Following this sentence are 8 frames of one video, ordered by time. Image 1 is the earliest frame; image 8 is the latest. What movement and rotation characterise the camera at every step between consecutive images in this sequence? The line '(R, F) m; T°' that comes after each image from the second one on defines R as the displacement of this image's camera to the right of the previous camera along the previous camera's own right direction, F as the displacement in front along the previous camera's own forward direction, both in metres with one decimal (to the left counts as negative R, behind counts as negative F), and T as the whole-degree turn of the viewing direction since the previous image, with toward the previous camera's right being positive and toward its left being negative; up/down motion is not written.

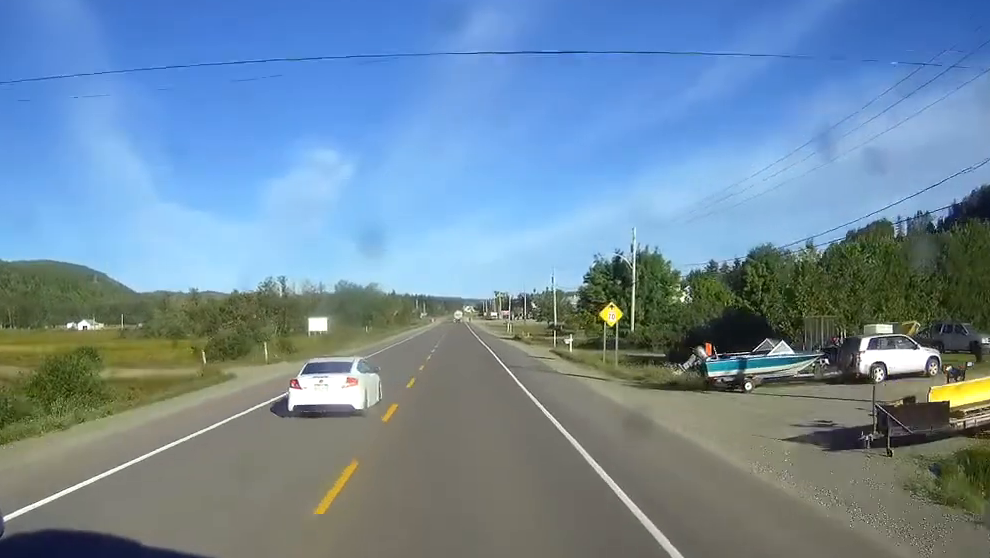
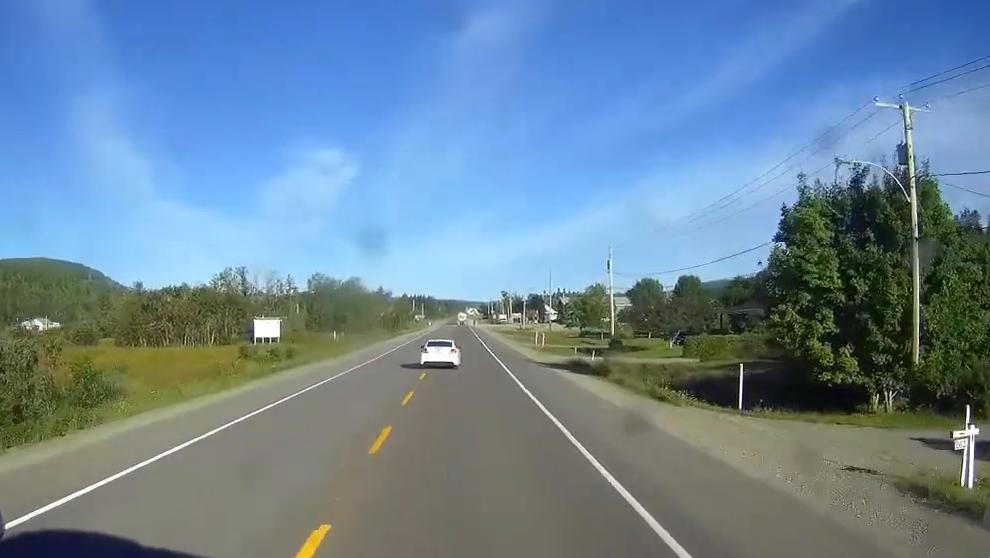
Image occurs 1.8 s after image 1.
(+0.2, +48.4) m; 0°
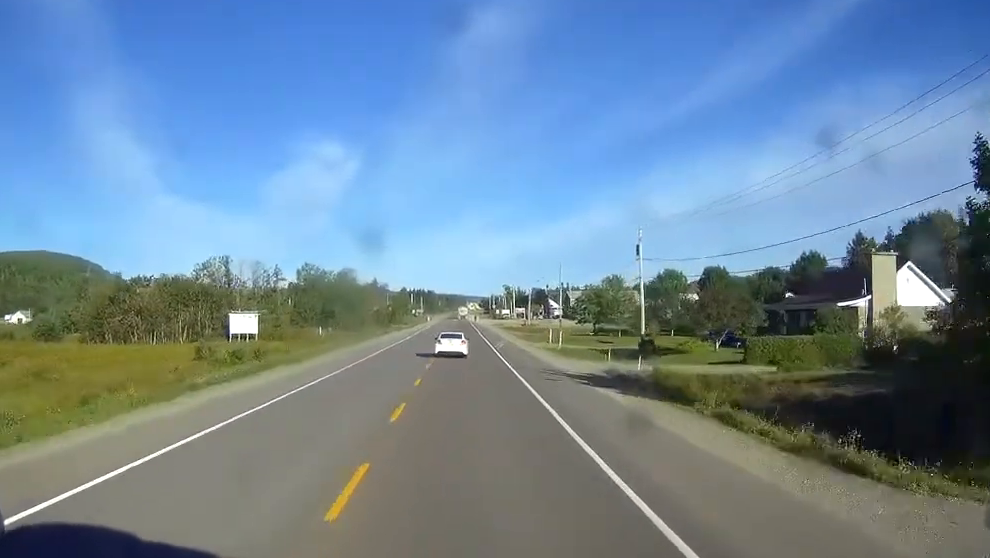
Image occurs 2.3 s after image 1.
(0.0, +14.0) m; 0°
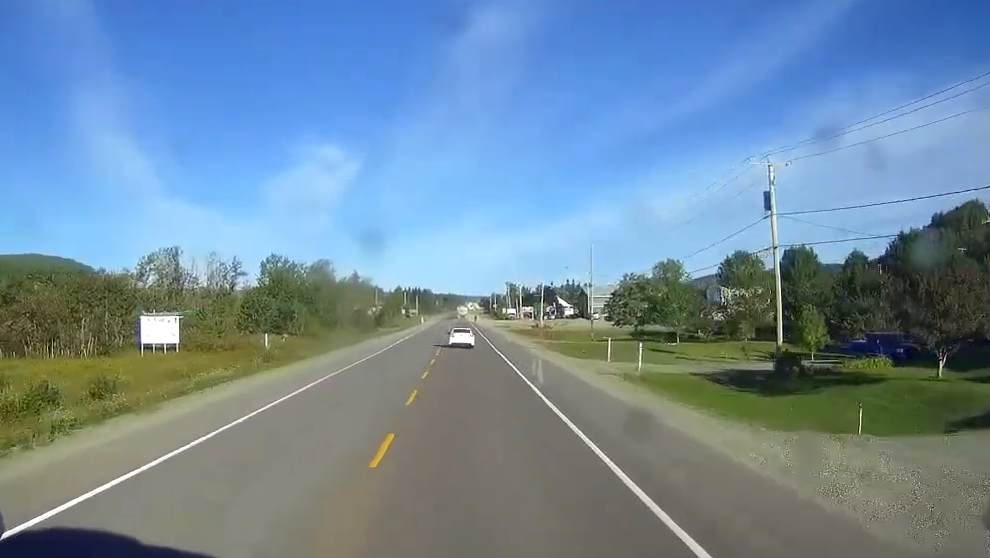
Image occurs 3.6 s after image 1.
(0.0, +31.9) m; 0°
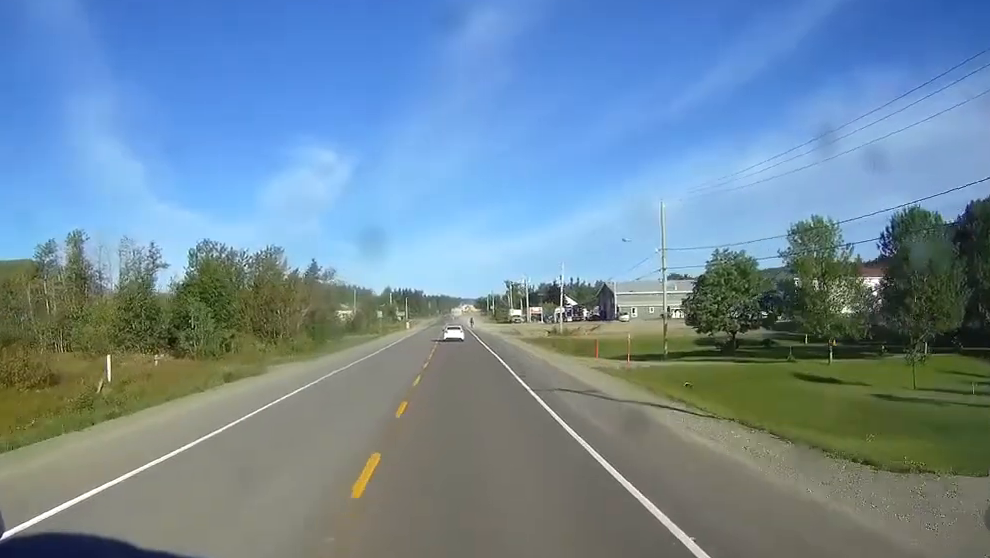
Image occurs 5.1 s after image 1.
(+0.2, +37.8) m; +1°
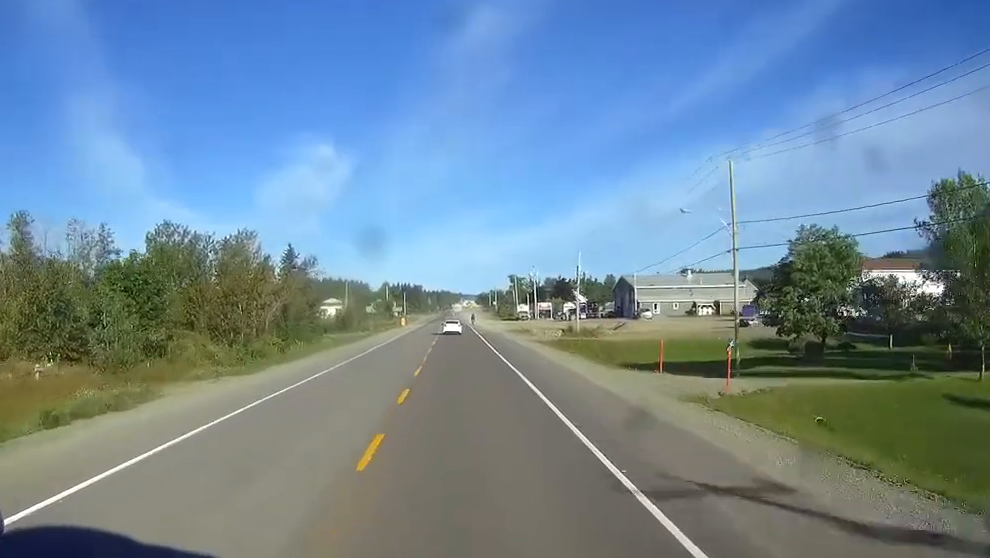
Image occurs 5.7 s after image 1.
(0.0, +16.3) m; 0°
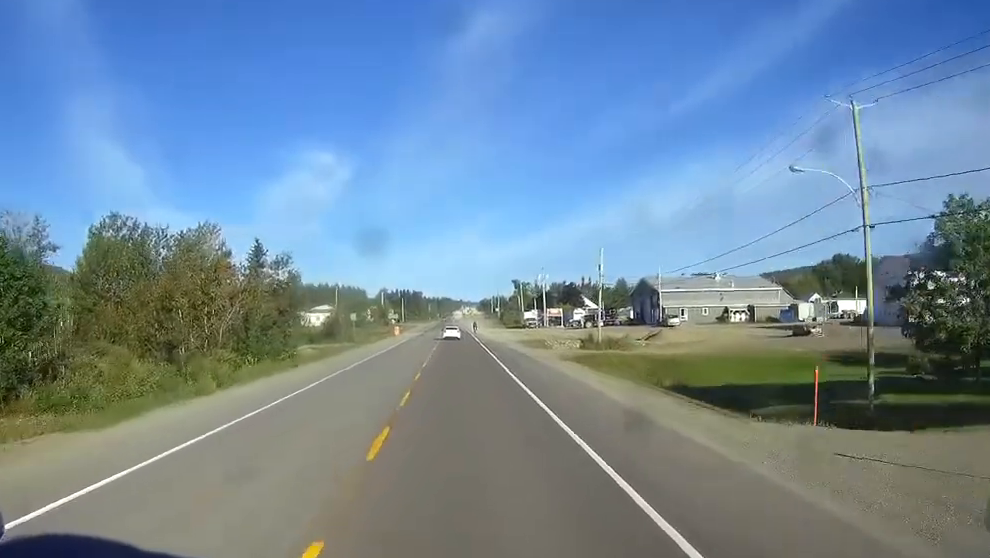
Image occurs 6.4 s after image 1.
(0.0, +16.2) m; 0°
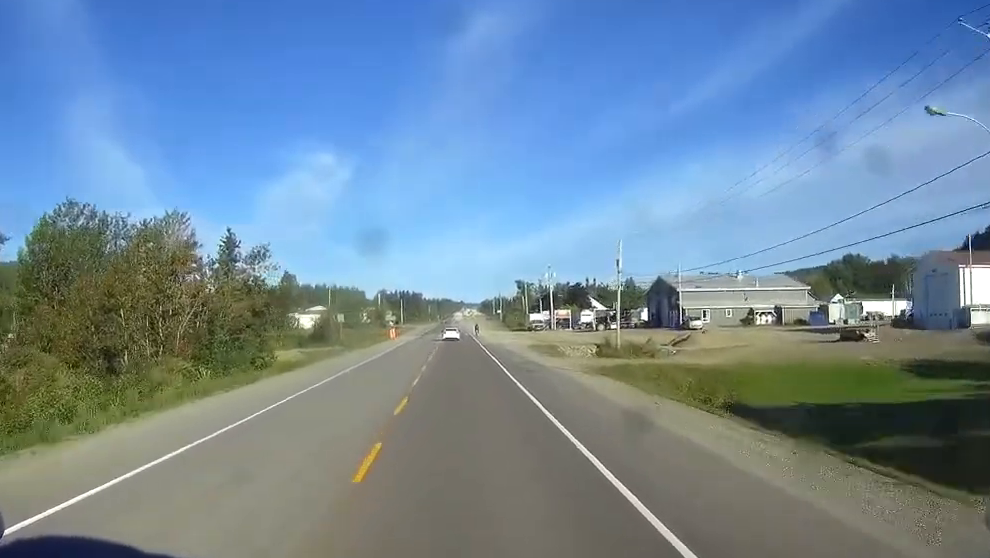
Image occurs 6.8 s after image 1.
(-0.1, +10.4) m; 0°
